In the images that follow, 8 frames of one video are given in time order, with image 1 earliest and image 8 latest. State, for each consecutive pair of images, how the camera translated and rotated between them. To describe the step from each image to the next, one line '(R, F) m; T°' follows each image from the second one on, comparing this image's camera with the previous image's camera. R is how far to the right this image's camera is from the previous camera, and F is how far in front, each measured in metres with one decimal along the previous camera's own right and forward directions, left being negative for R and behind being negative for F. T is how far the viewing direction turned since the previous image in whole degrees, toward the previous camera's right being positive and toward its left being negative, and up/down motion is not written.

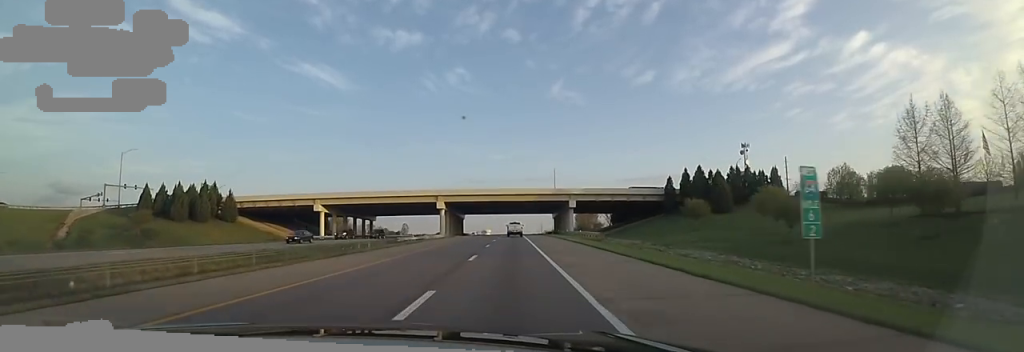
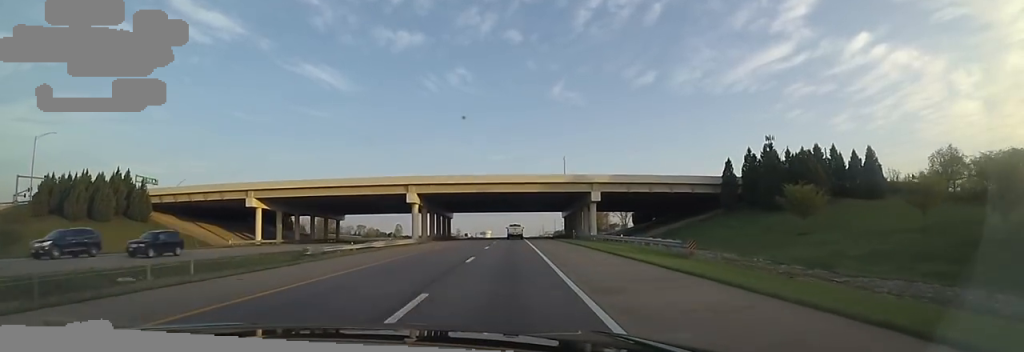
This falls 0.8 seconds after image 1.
(-0.2, +25.6) m; -1°
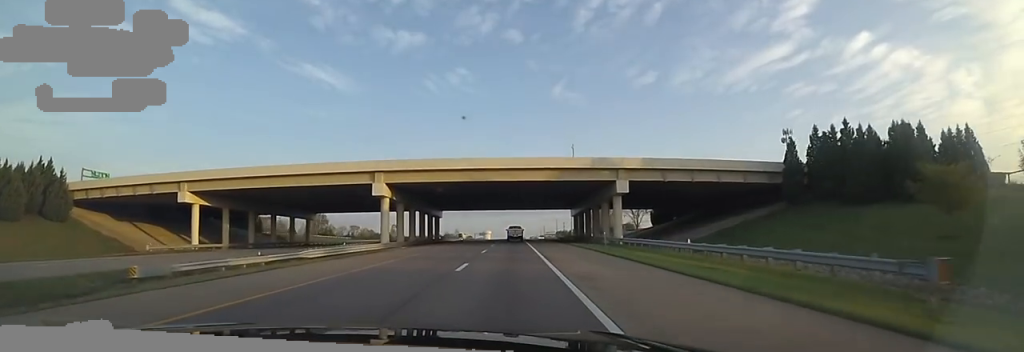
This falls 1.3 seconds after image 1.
(-0.4, +15.7) m; 0°
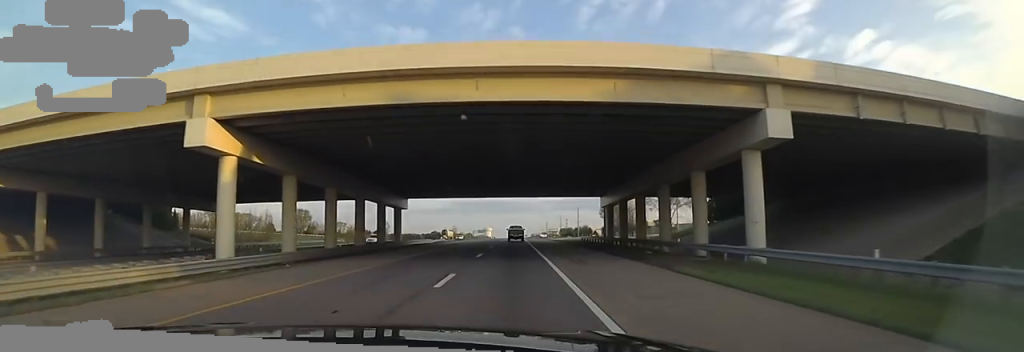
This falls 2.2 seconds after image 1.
(+0.5, +28.4) m; 0°
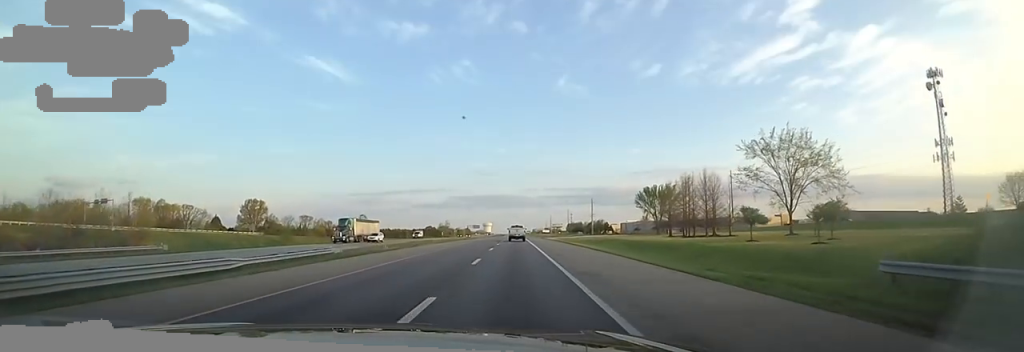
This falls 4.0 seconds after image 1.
(-0.3, +52.7) m; 0°
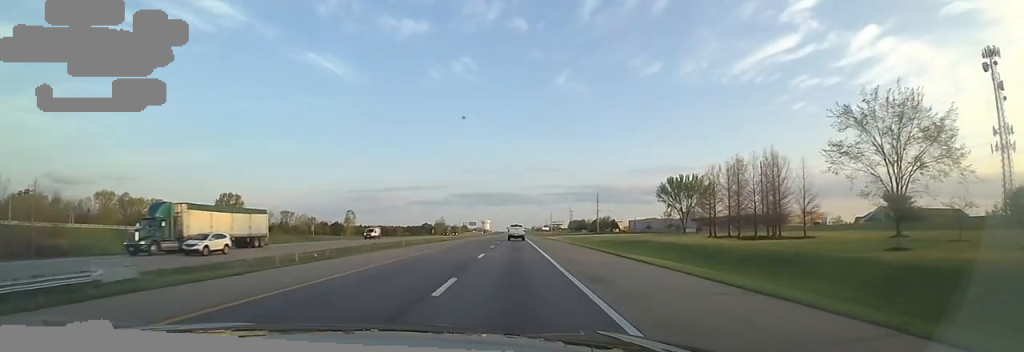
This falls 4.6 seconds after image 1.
(+0.4, +20.6) m; 0°
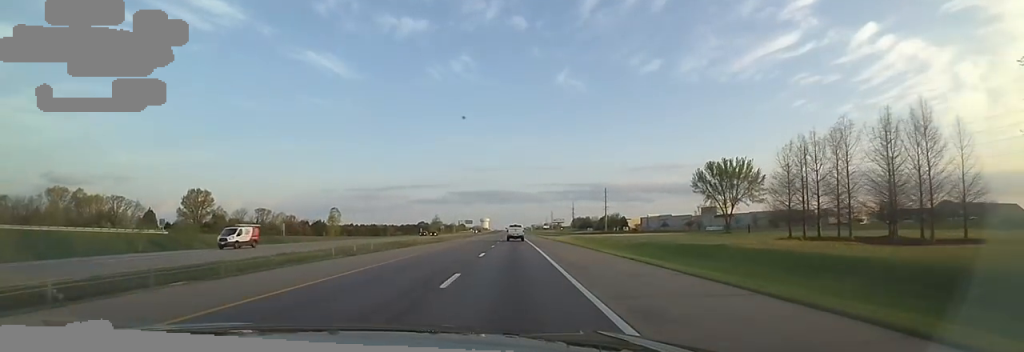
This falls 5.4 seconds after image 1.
(-0.6, +23.3) m; -1°
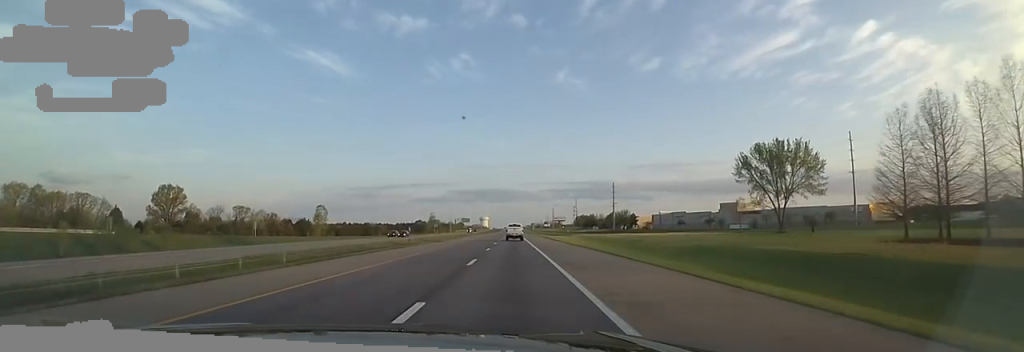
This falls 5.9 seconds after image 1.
(-0.1, +18.3) m; +1°
